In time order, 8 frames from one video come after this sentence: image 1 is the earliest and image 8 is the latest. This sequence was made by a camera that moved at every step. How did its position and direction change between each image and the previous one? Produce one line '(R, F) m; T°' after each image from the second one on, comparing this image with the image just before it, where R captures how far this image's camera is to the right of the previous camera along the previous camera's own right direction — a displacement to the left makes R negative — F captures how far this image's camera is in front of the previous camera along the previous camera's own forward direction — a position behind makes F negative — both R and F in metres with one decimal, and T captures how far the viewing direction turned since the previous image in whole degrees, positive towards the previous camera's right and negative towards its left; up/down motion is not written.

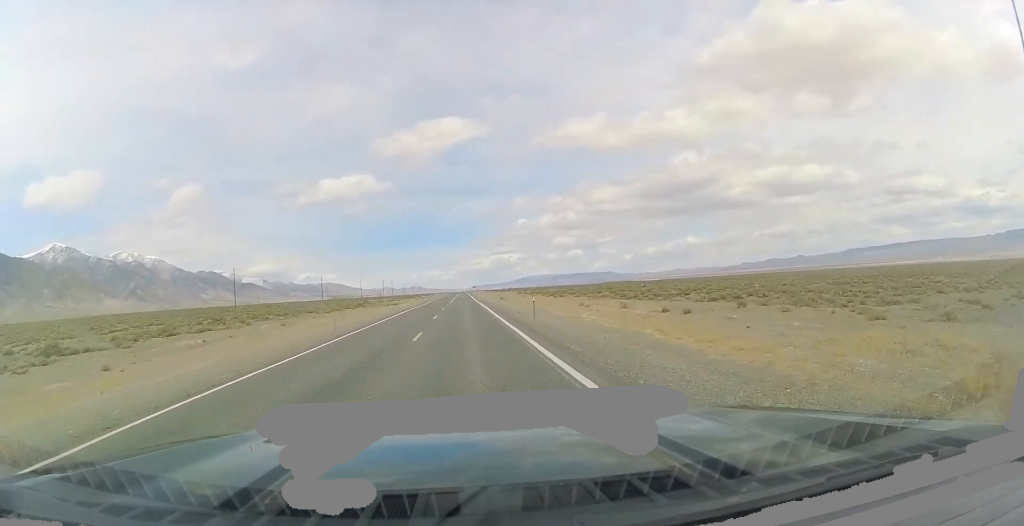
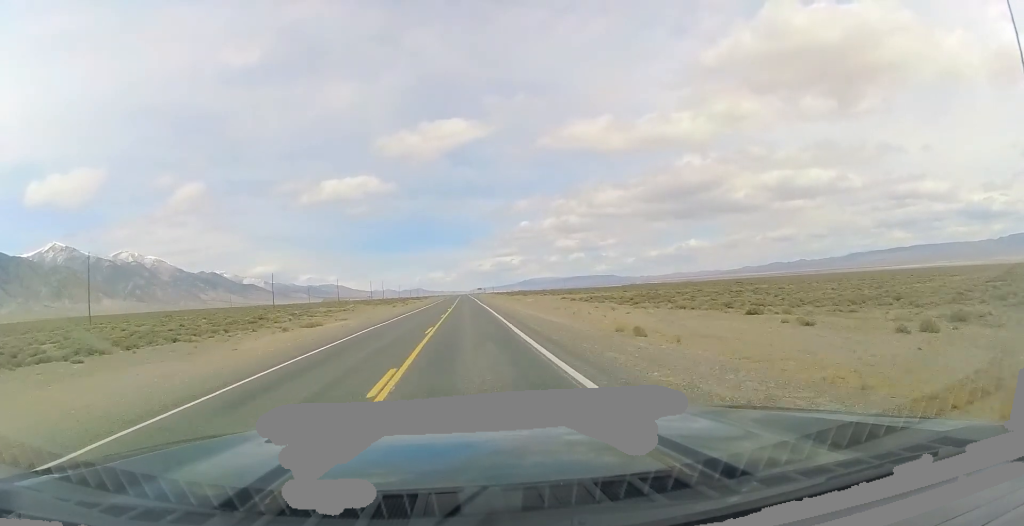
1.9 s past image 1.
(-0.5, +64.1) m; -1°
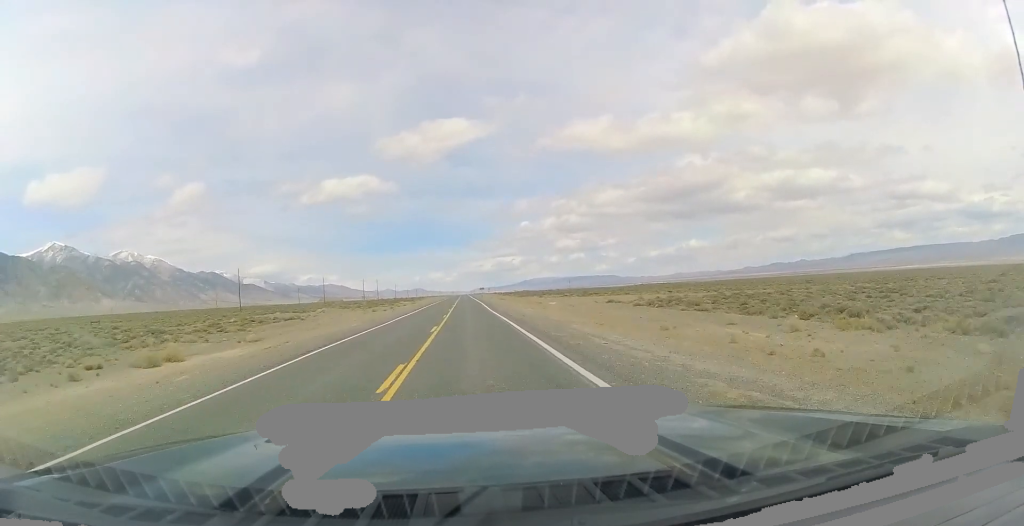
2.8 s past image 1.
(0.0, +28.0) m; 0°
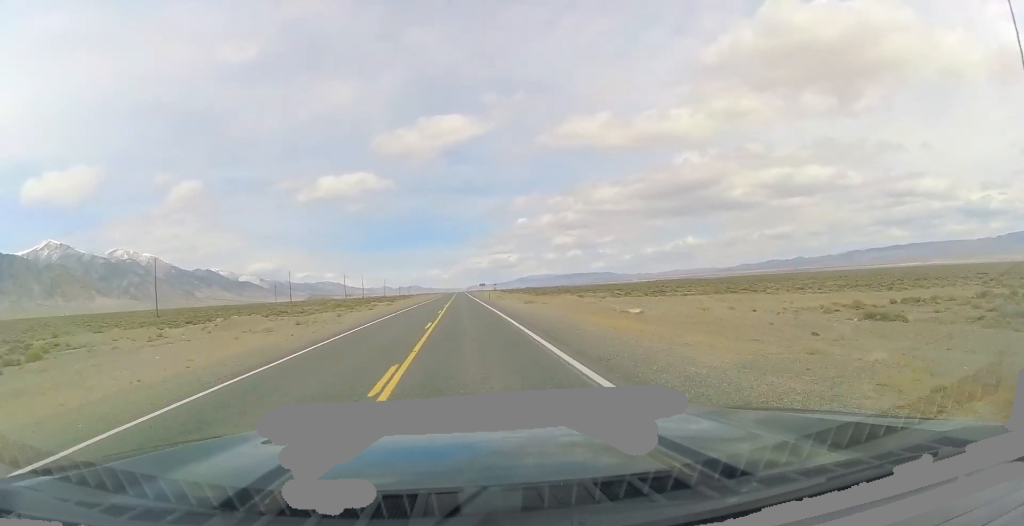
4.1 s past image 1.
(+0.2, +41.2) m; 0°
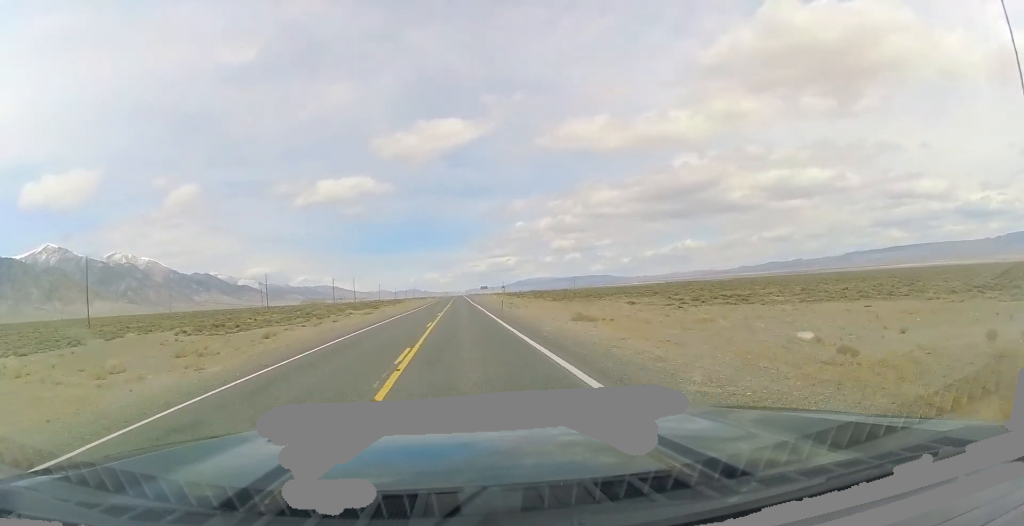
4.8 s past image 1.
(+0.1, +22.8) m; 0°
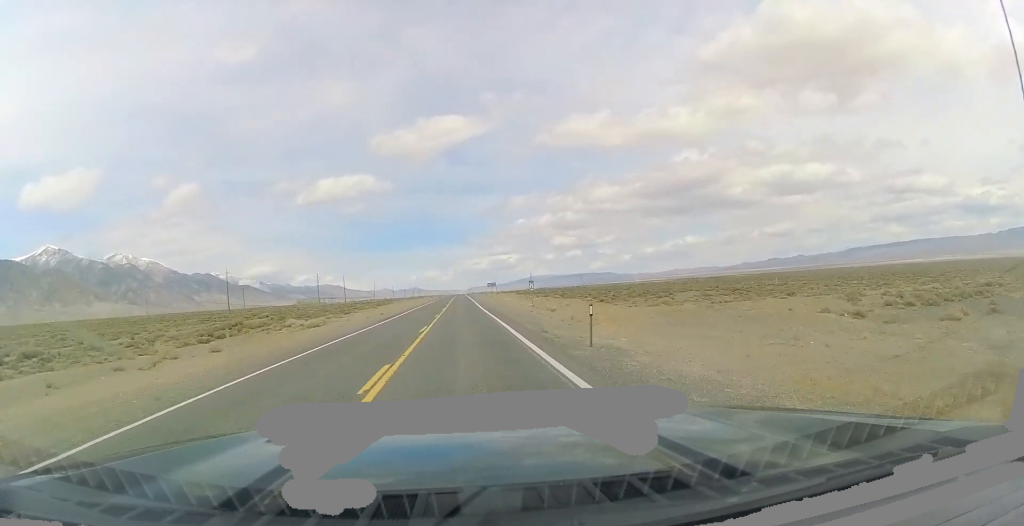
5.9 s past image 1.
(0.0, +31.2) m; 0°
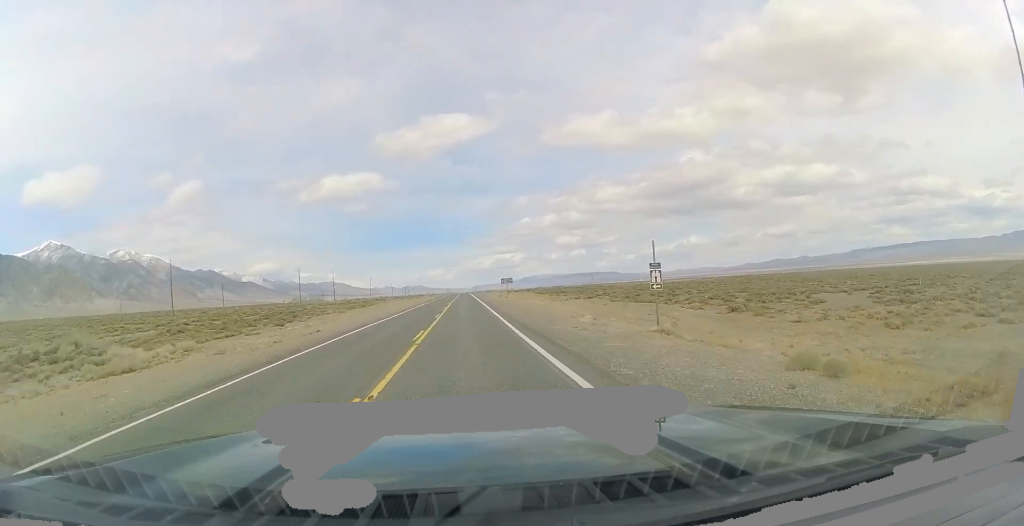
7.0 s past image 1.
(+0.3, +31.6) m; 0°
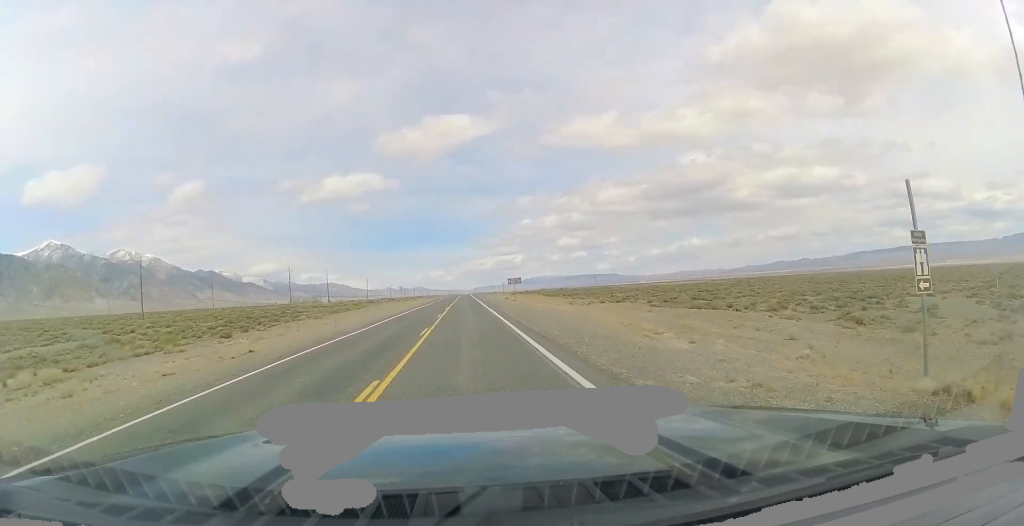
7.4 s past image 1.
(+0.2, +12.2) m; 0°
